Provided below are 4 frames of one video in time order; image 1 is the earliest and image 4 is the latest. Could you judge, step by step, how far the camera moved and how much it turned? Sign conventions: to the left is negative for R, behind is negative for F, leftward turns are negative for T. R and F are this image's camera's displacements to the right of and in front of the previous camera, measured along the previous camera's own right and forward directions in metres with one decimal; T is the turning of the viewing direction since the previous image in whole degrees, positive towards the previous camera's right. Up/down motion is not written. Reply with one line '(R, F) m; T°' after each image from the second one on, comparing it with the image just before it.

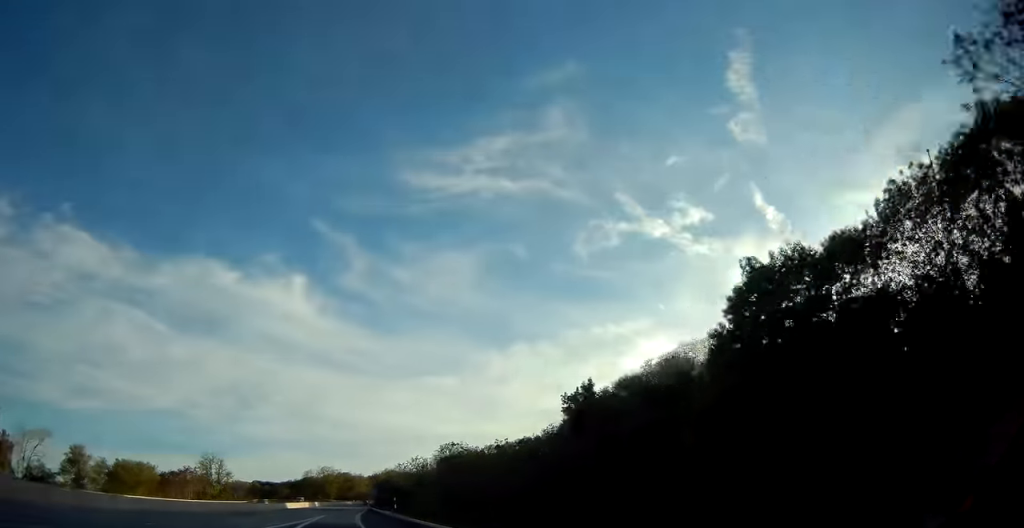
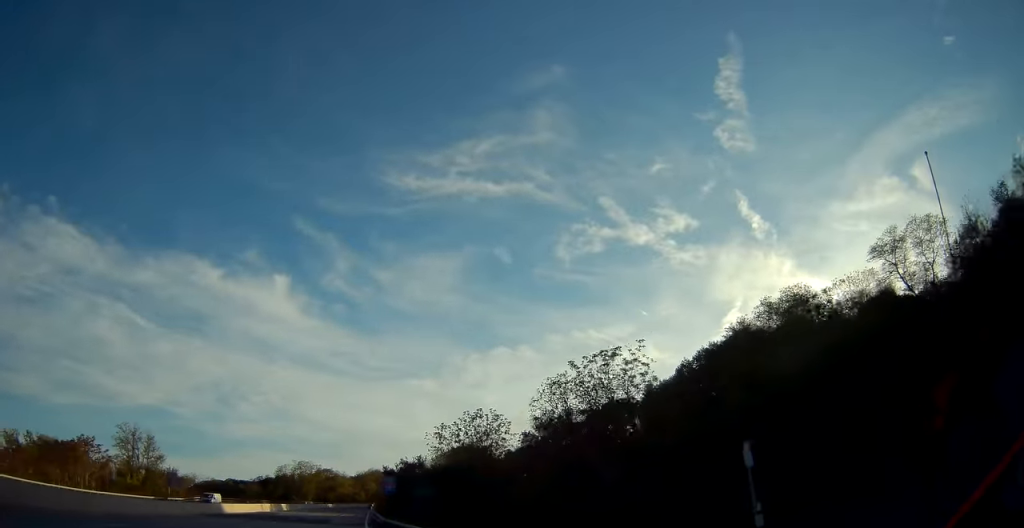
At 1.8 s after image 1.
(+1.0, +48.1) m; +2°
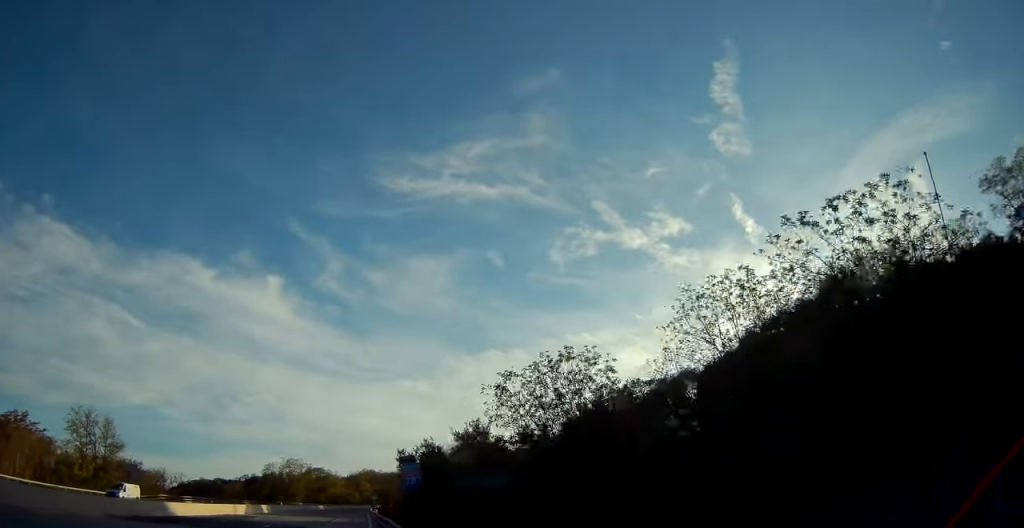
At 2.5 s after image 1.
(+0.1, +18.6) m; +1°
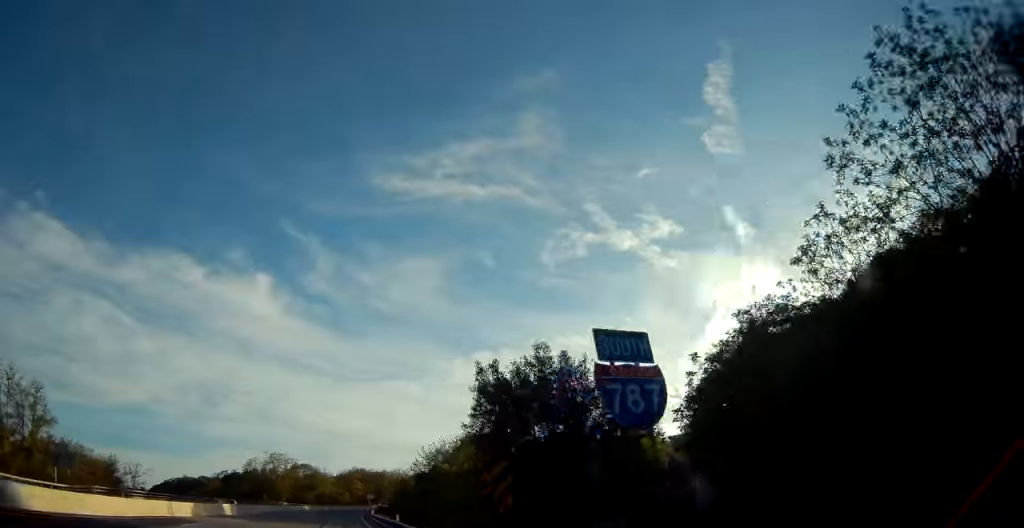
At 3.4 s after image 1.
(+0.1, +22.6) m; +1°
